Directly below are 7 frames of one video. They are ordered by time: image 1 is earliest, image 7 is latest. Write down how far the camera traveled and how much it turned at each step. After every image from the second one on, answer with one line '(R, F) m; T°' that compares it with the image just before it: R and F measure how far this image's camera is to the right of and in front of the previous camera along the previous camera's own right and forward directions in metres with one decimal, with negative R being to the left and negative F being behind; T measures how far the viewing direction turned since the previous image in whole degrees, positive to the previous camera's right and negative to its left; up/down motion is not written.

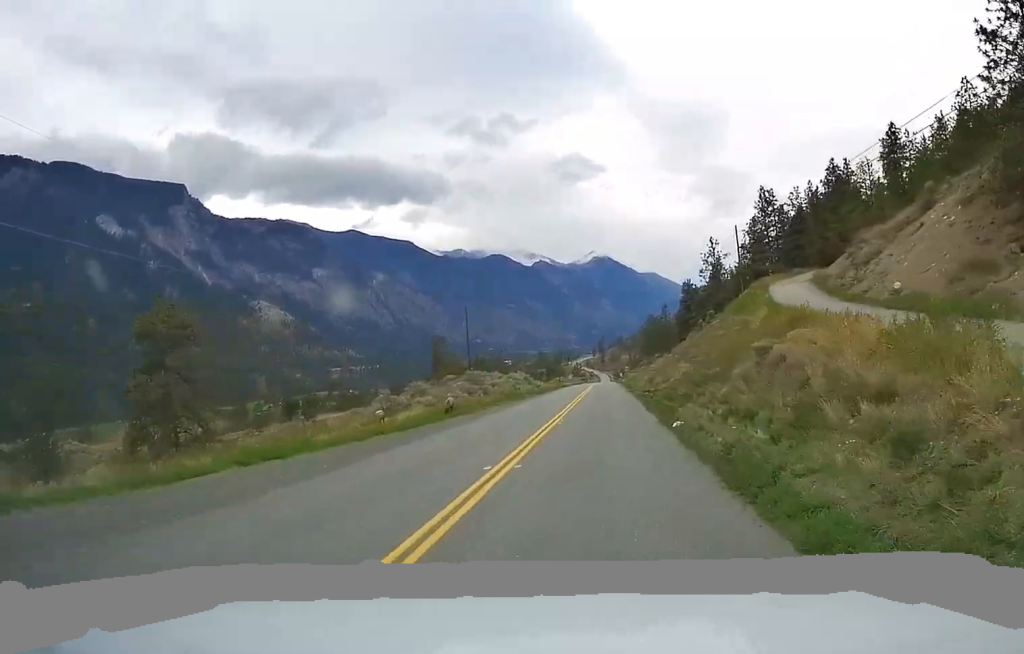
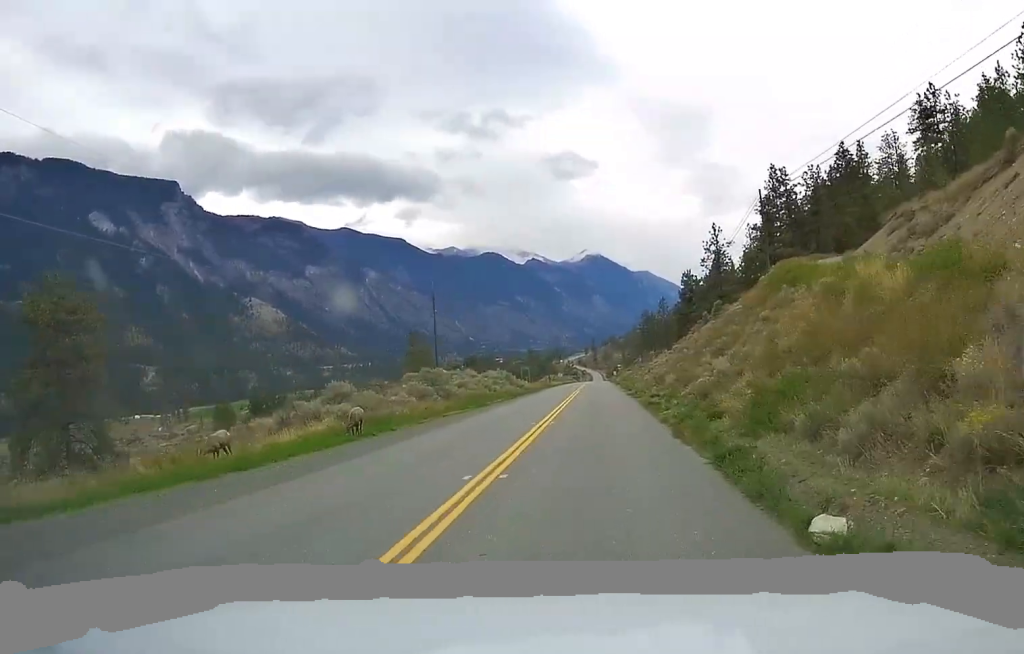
(+0.2, +14.0) m; 0°
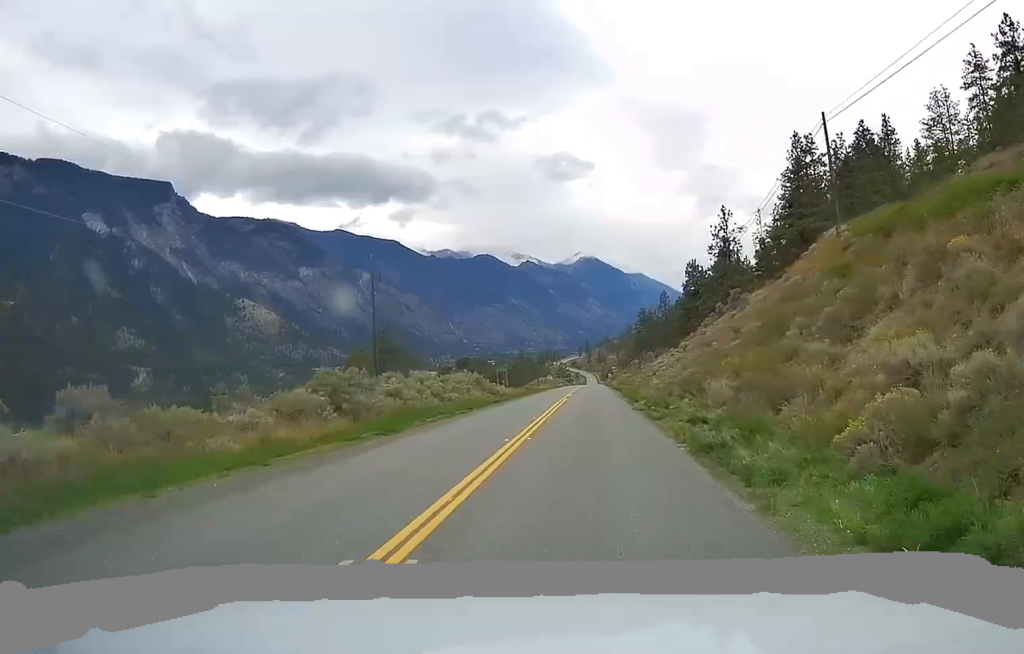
(-0.3, +19.2) m; -1°
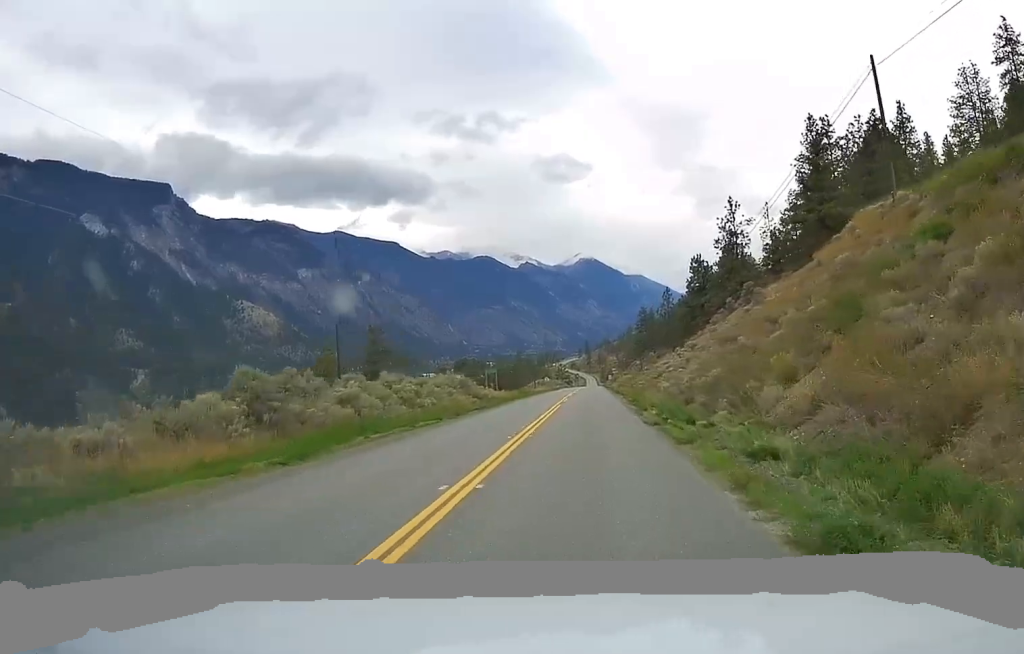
(0.0, +8.3) m; 0°
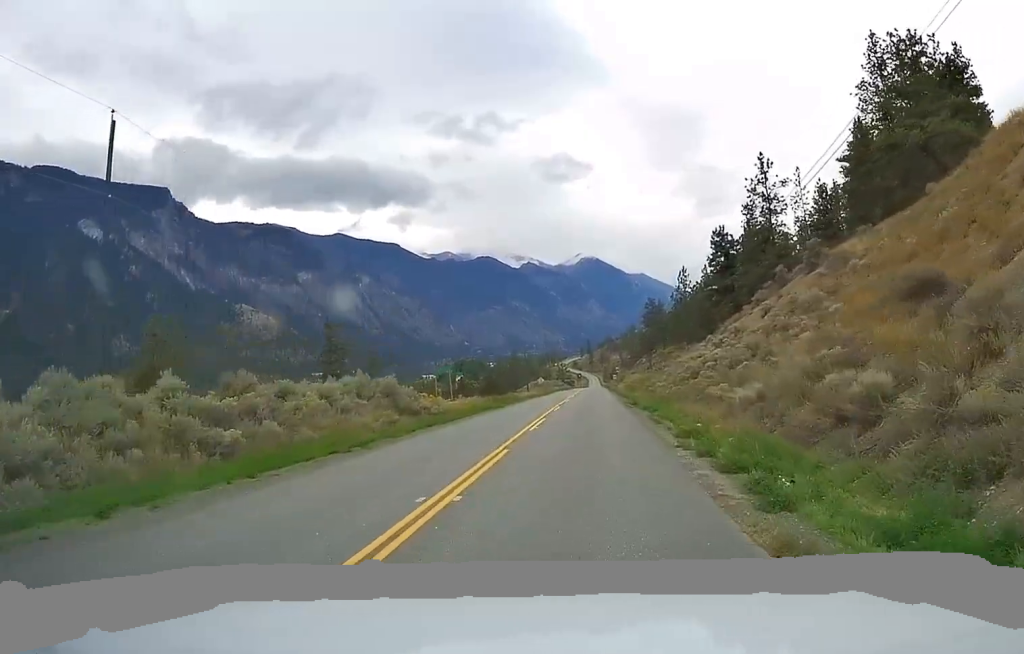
(+0.2, +24.3) m; 0°
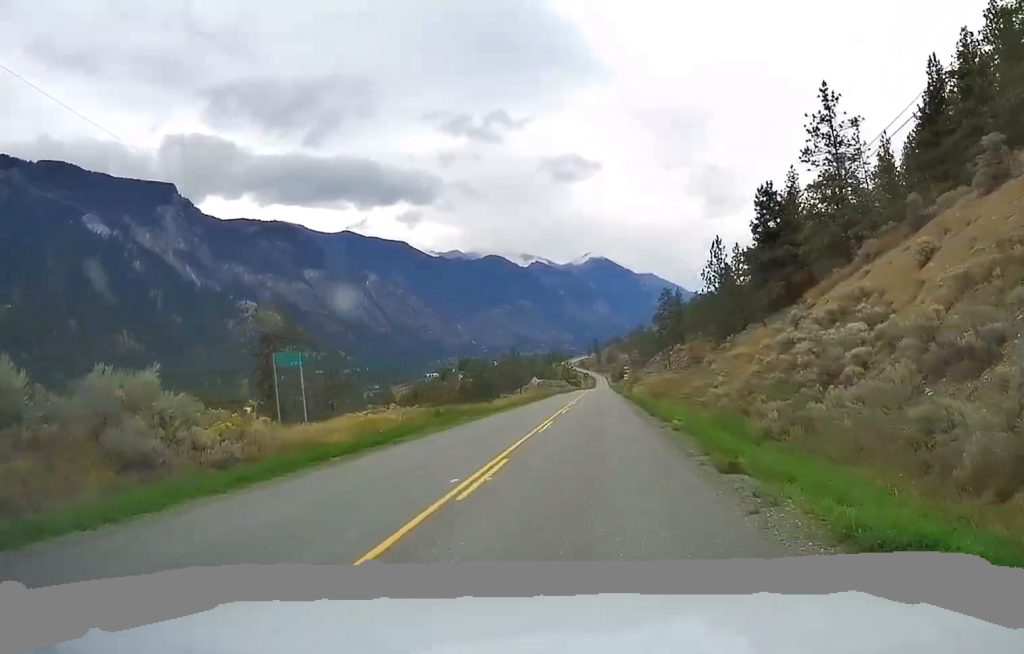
(-0.4, +26.2) m; -1°
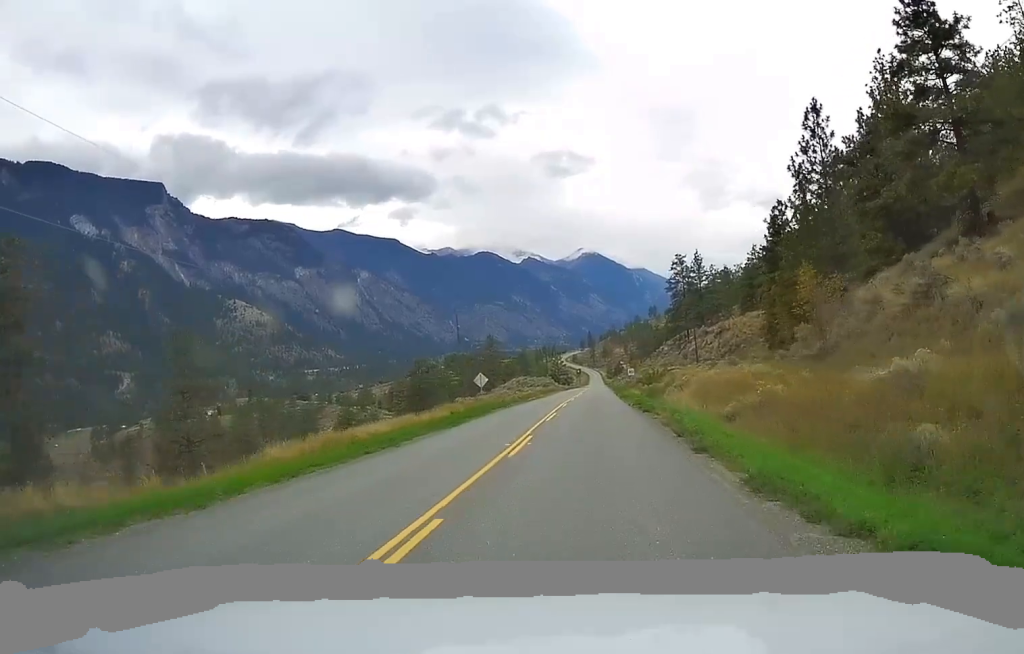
(+0.8, +45.4) m; +1°
